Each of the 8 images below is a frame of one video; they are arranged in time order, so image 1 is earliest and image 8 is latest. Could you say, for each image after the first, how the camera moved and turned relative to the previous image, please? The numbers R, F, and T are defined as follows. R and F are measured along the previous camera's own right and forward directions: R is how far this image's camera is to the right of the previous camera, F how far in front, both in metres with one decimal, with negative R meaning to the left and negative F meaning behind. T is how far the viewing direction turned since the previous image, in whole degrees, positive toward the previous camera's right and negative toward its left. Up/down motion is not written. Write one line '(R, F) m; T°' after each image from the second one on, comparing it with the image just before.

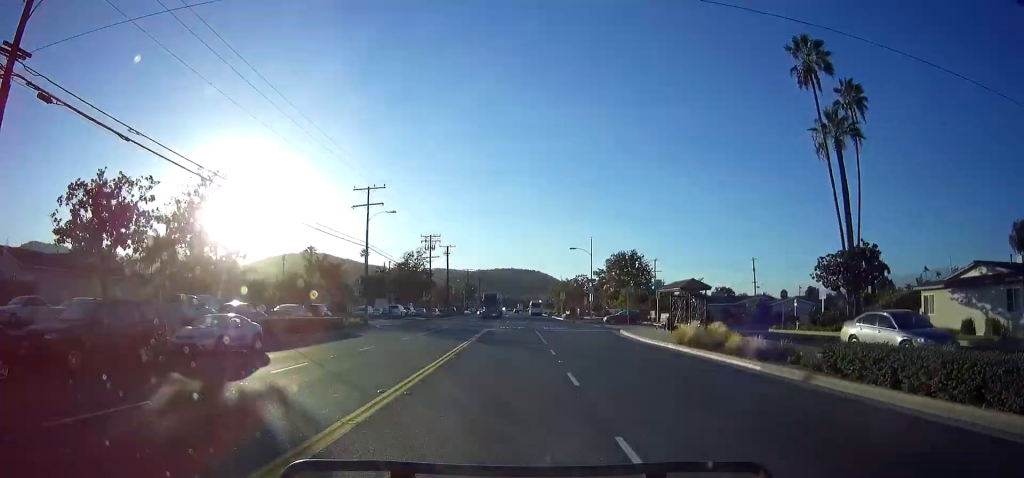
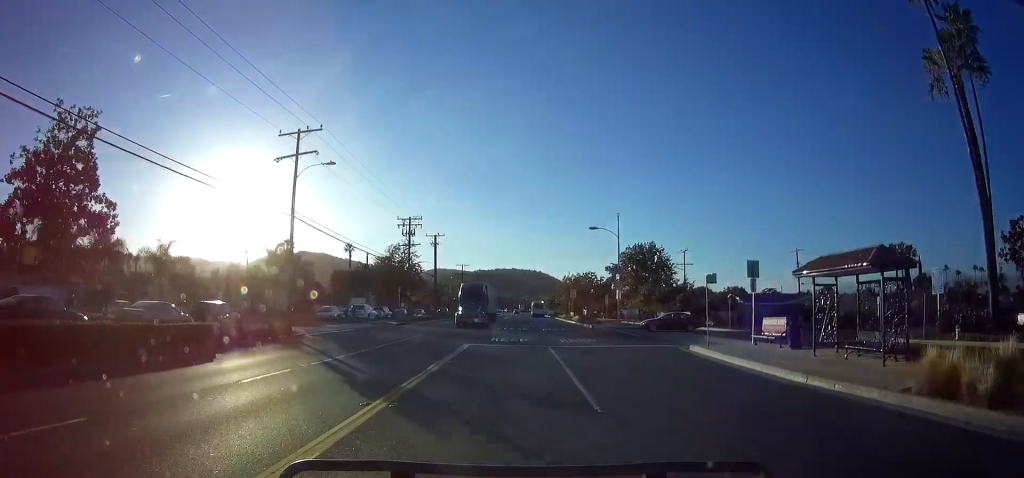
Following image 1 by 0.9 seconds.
(-0.2, +16.2) m; 0°
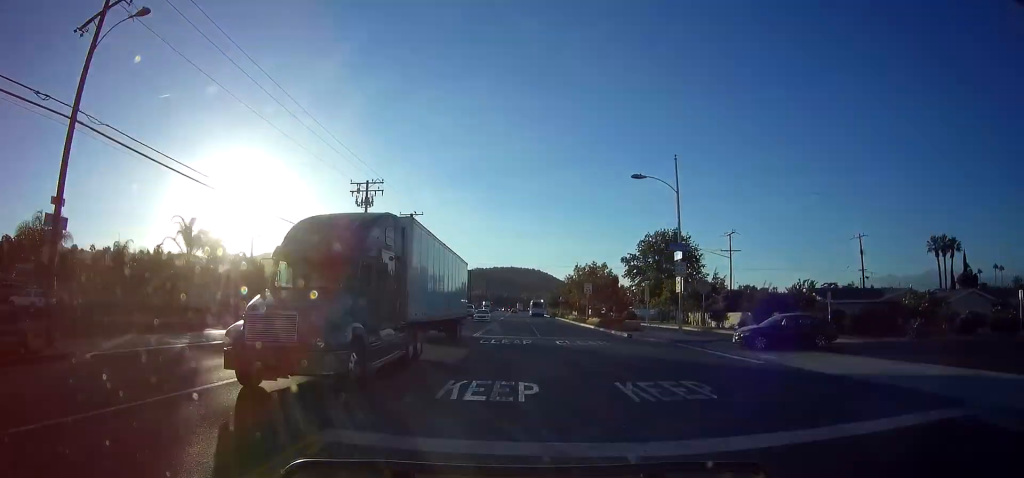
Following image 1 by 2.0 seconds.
(0.0, +17.9) m; +1°
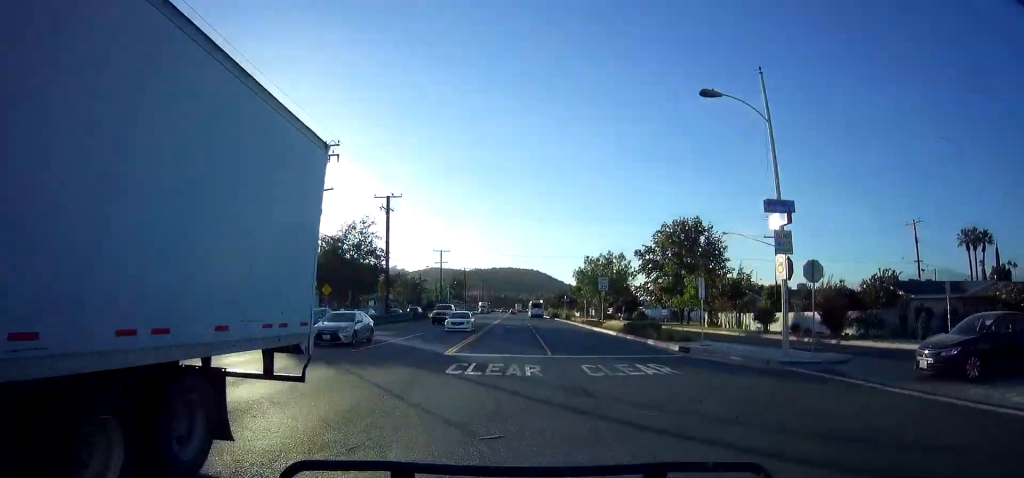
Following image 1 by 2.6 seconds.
(+0.1, +11.4) m; 0°
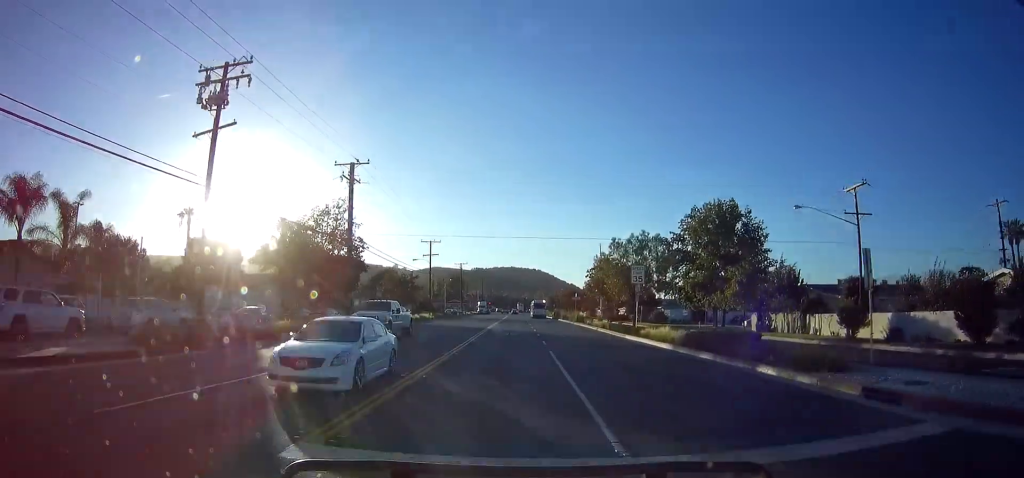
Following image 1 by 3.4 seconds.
(0.0, +13.0) m; 0°
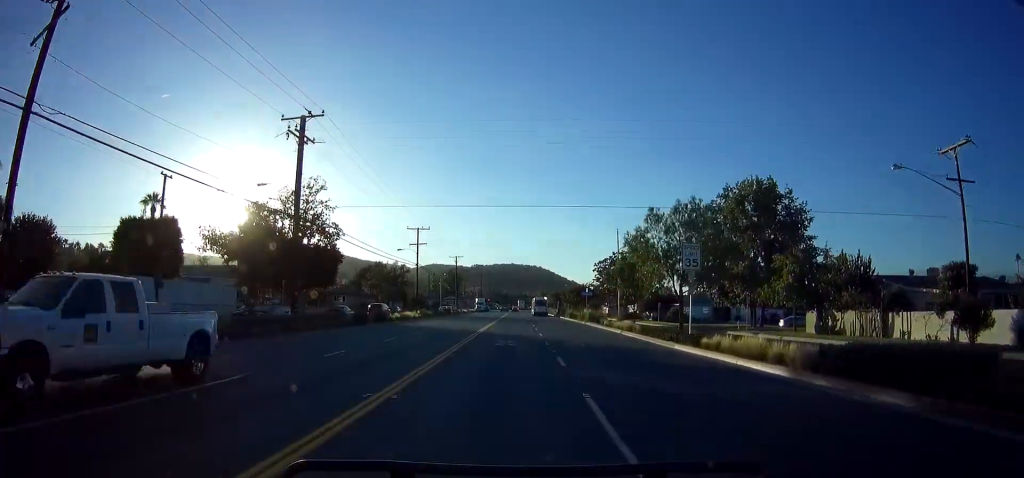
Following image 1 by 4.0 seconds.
(-0.1, +10.5) m; 0°
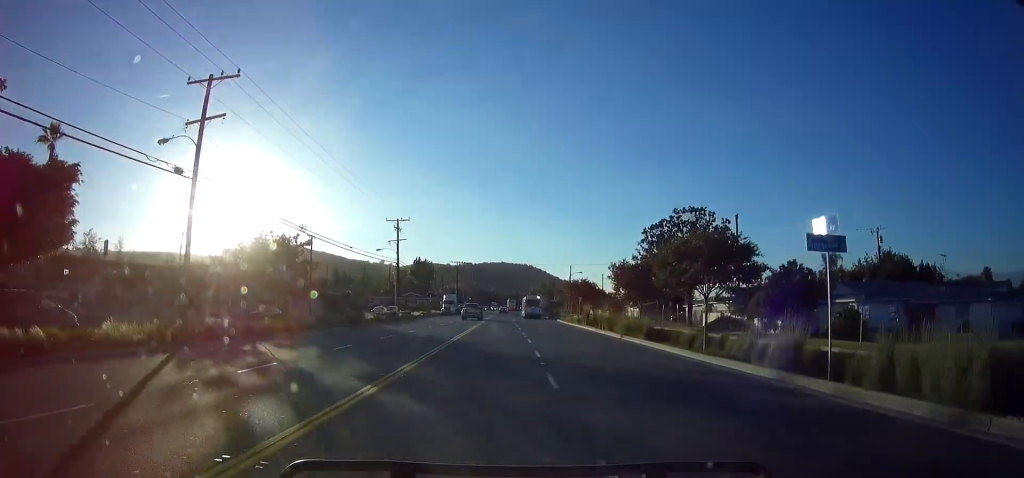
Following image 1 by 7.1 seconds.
(+1.0, +48.0) m; +2°
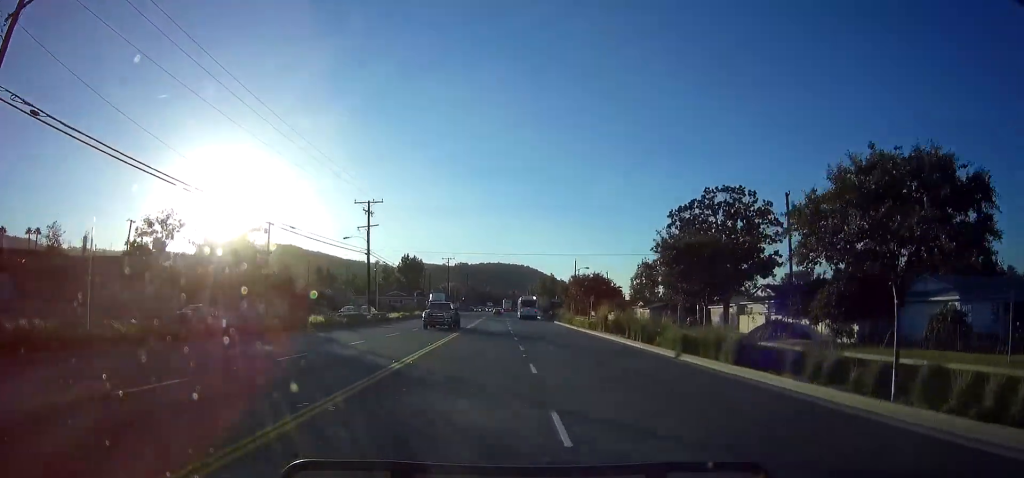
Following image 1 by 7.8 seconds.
(-0.1, +11.6) m; 0°
